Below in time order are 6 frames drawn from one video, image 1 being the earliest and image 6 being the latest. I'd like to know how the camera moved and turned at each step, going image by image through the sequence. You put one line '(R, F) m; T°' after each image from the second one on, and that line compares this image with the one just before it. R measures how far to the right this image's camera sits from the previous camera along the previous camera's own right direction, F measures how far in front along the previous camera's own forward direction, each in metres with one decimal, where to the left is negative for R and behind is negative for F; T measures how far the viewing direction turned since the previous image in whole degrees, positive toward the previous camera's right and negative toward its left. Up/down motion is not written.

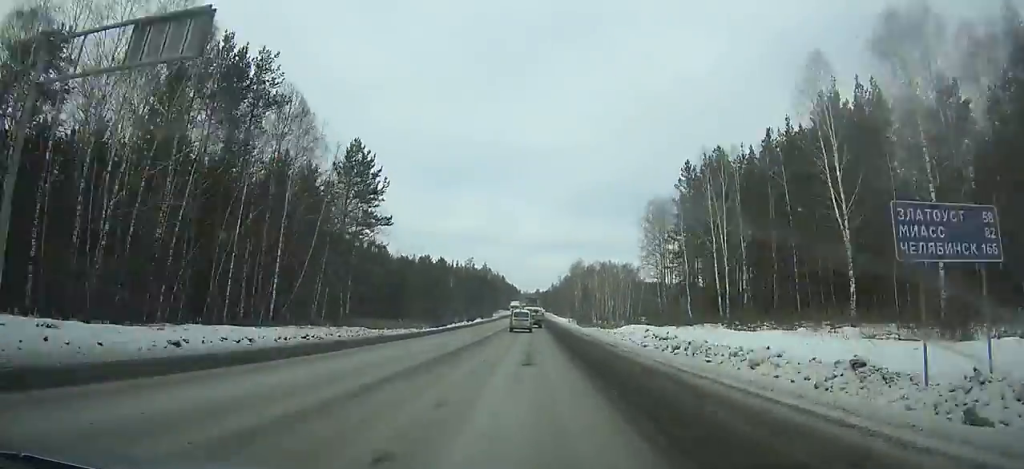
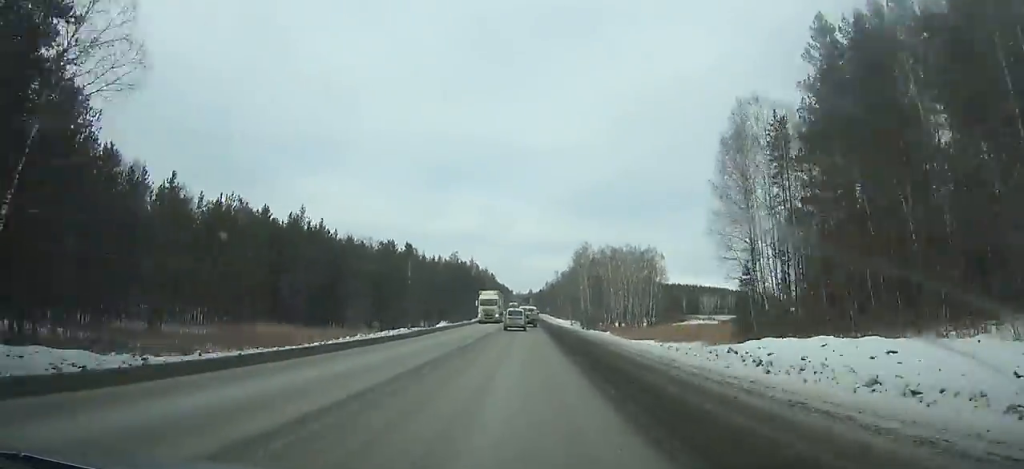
(-1.1, +38.9) m; -2°
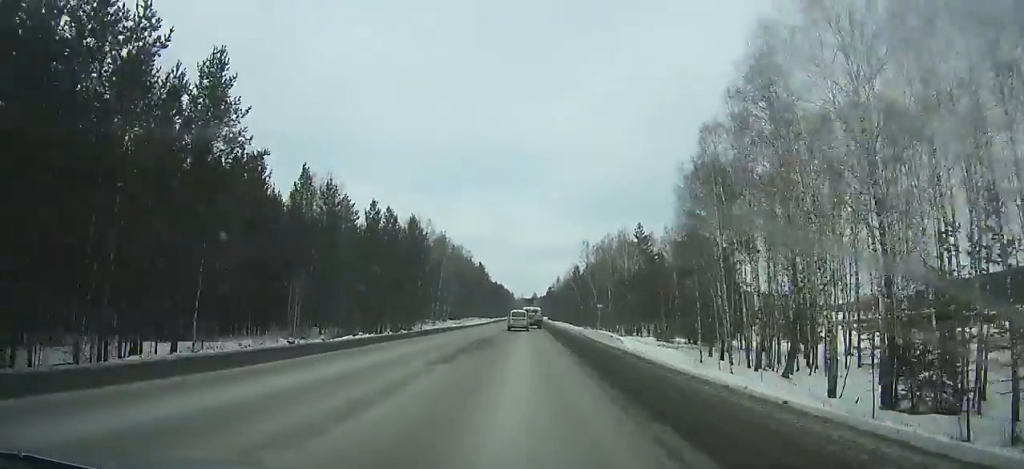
(+0.2, +113.0) m; 0°
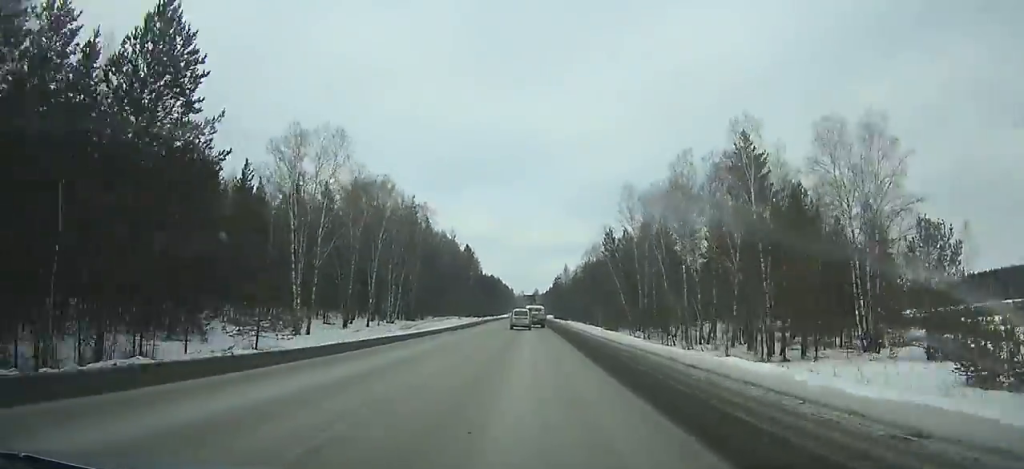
(+0.3, +55.6) m; 0°
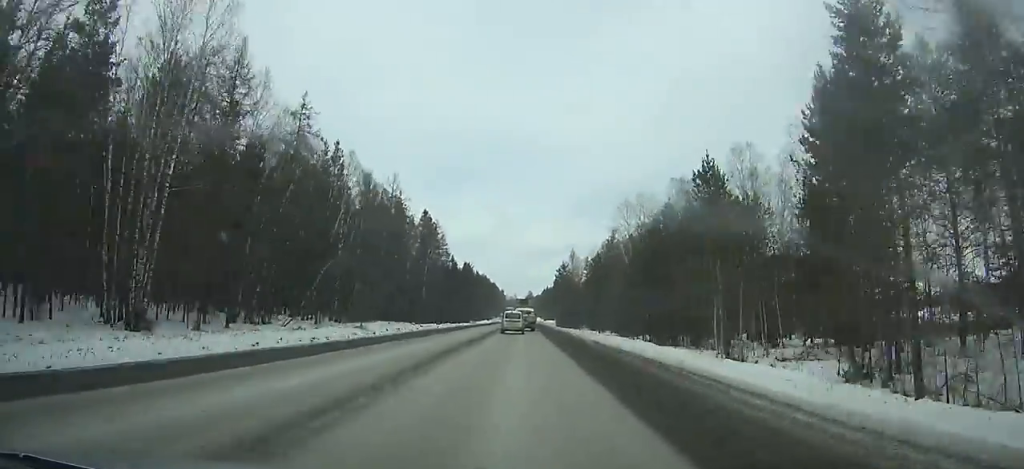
(-0.5, +69.3) m; -1°
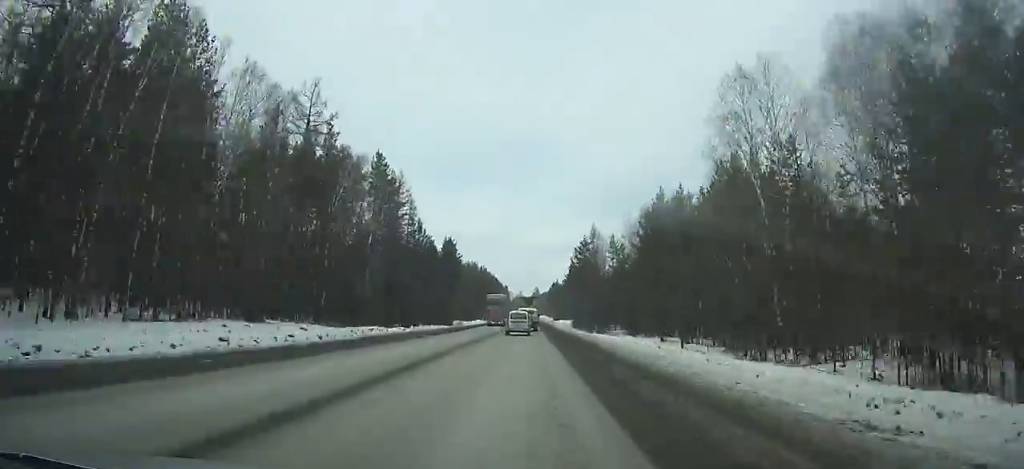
(-0.2, +43.6) m; 0°
